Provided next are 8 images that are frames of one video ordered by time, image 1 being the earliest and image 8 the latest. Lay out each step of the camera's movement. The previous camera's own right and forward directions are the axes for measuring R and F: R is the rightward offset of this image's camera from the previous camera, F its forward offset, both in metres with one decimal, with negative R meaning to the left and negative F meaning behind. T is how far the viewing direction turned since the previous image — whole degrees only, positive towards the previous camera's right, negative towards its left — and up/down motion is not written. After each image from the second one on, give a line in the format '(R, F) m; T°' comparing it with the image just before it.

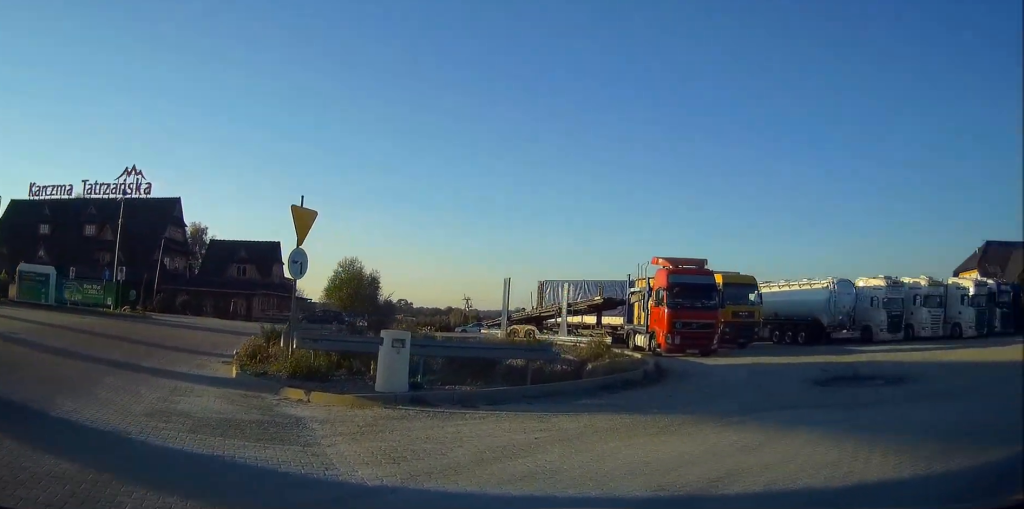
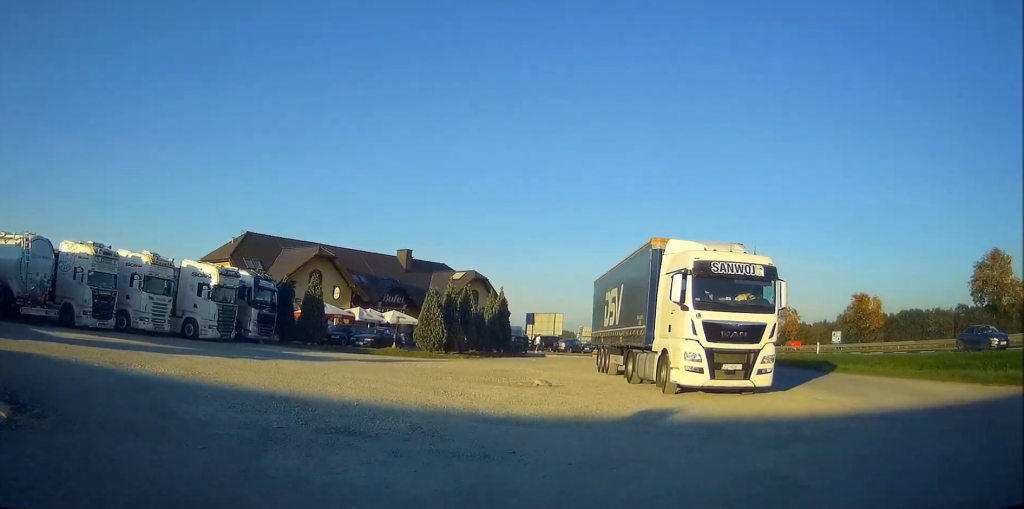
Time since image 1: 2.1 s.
(+4.5, +7.2) m; +54°
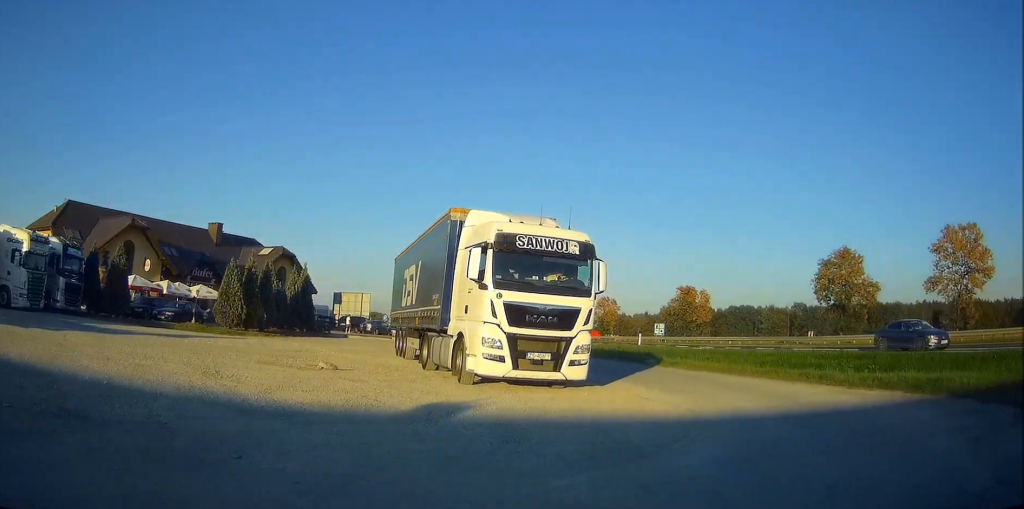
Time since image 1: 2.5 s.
(-0.3, +1.9) m; +7°
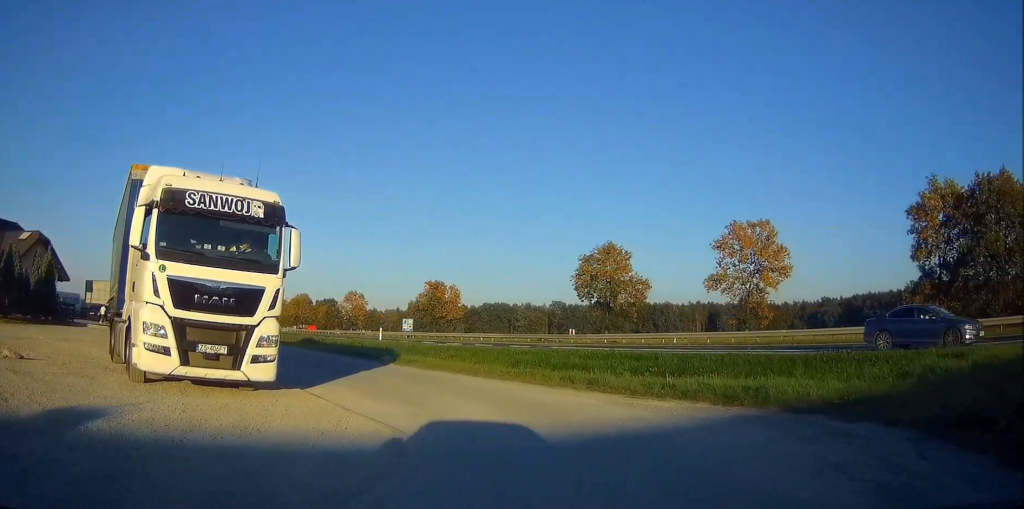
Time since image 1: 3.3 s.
(+0.9, +3.4) m; +12°
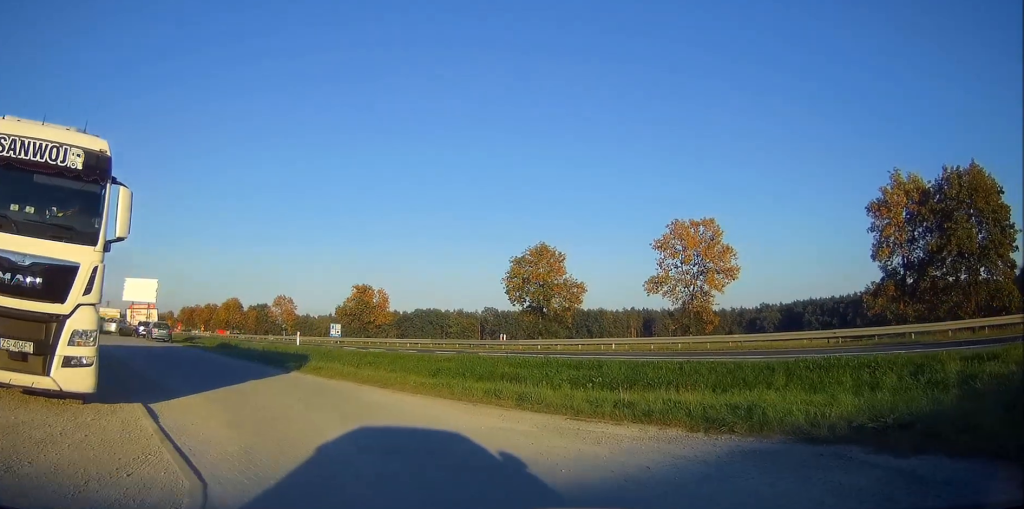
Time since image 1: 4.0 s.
(+0.2, +3.4) m; -1°
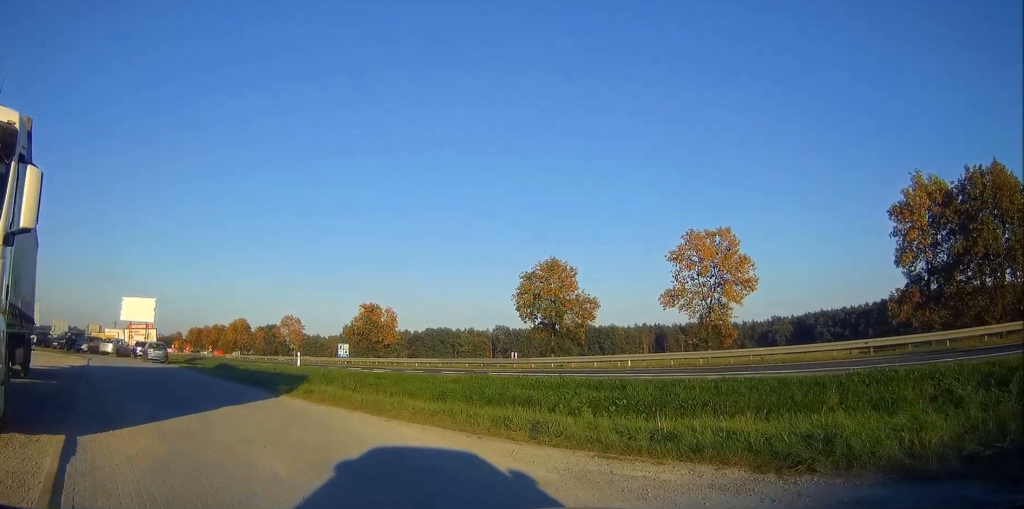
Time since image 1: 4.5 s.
(+0.2, +2.1) m; -4°
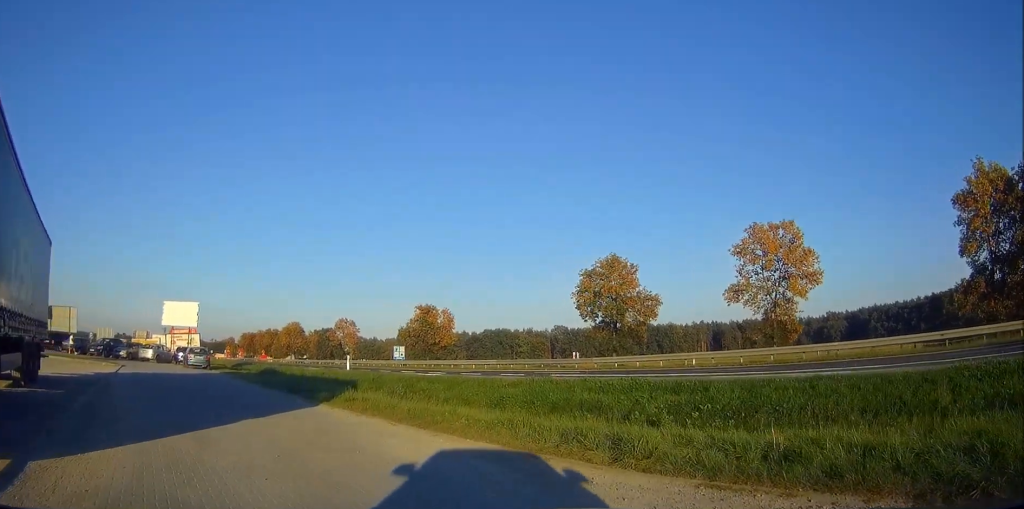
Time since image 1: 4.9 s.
(-0.3, +2.0) m; -9°
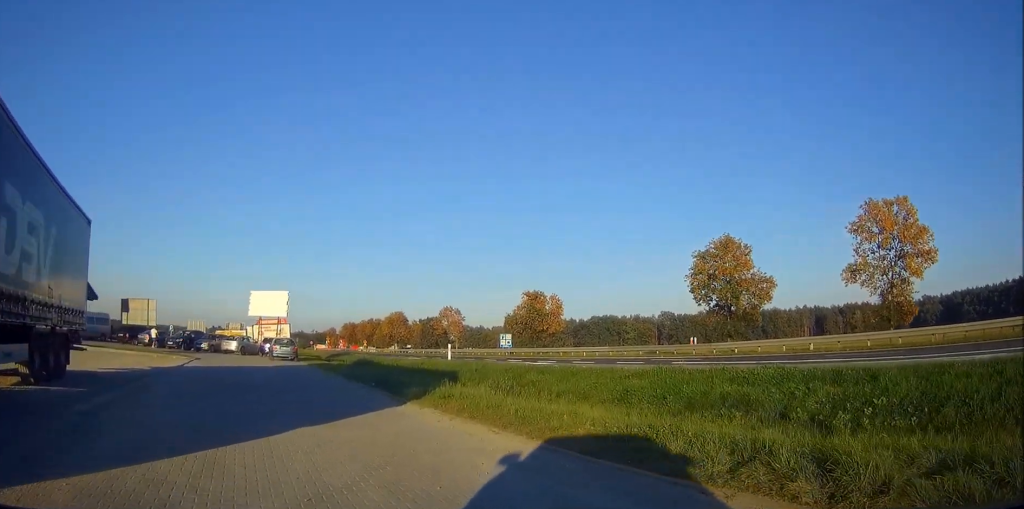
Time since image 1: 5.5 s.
(0.0, +2.8) m; -13°
